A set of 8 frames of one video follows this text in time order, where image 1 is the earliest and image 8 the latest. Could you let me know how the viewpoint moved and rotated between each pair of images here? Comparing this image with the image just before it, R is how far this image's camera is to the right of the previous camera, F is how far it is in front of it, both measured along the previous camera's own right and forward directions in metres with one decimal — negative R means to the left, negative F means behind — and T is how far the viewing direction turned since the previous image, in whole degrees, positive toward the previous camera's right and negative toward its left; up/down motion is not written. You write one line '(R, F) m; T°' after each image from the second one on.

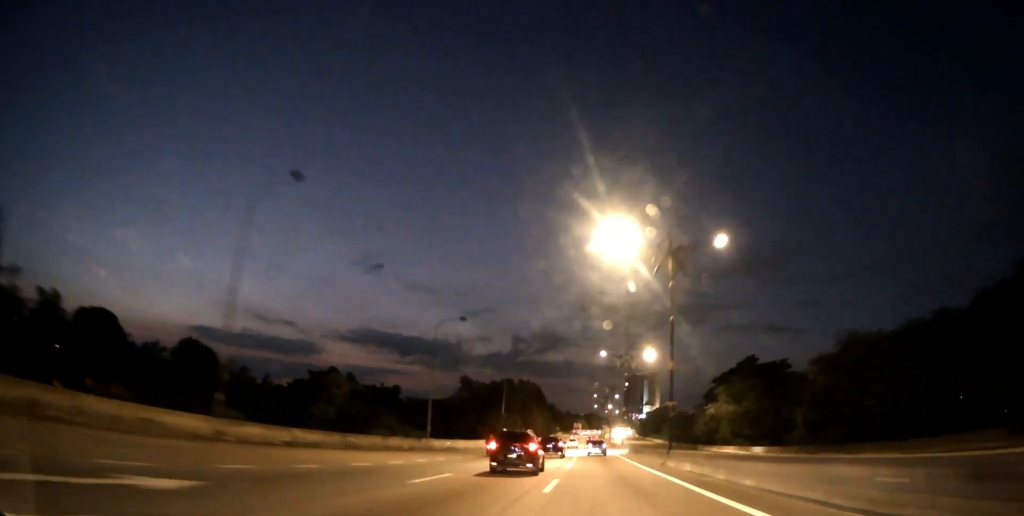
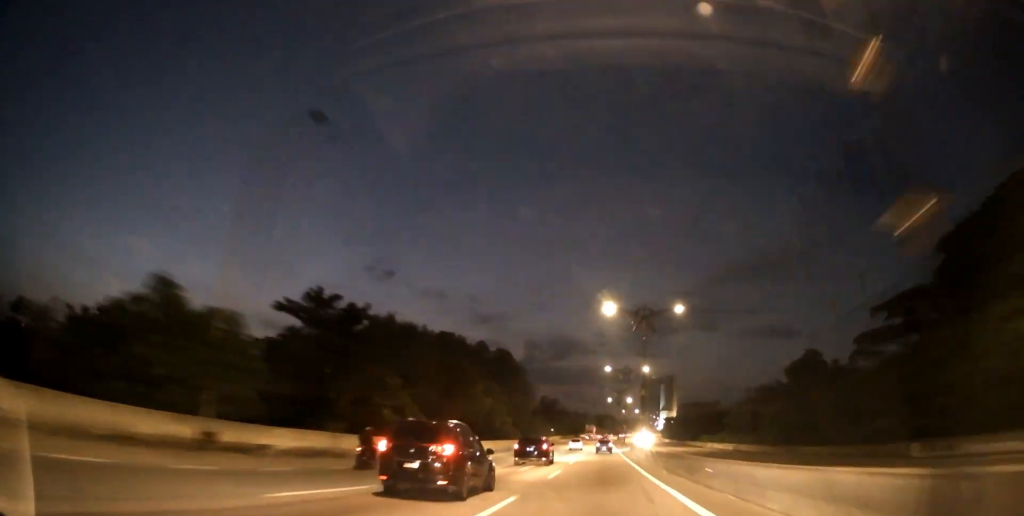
(-1.3, +66.2) m; -2°
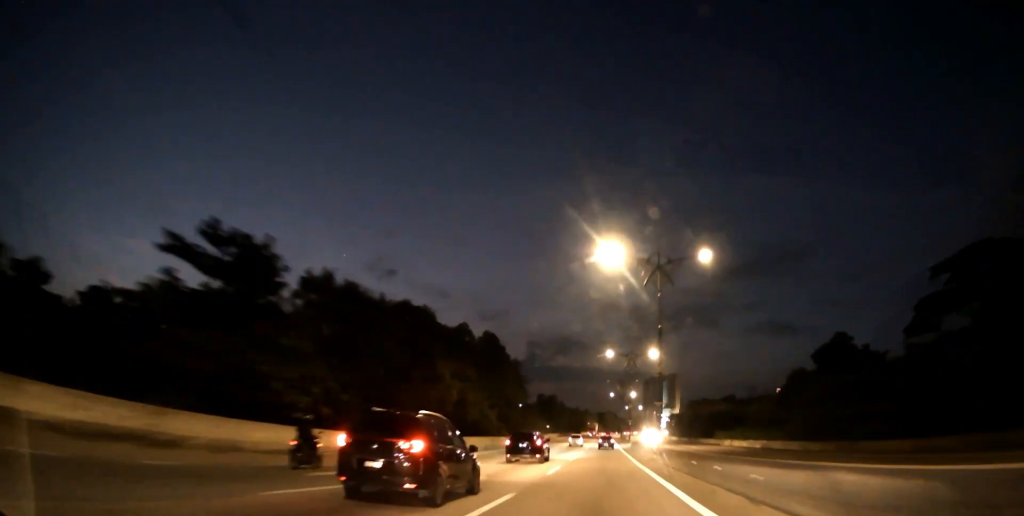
(0.0, +13.1) m; 0°
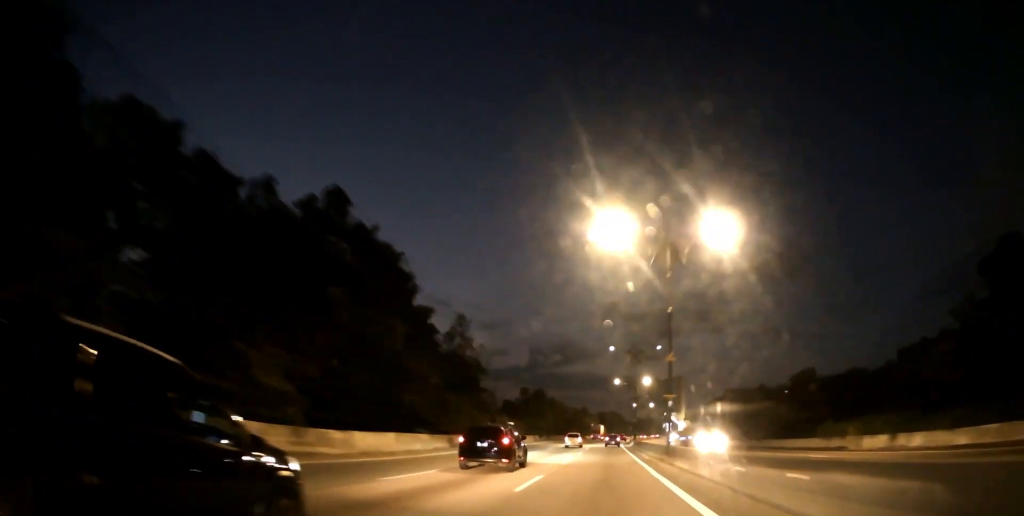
(-0.2, +46.2) m; 0°
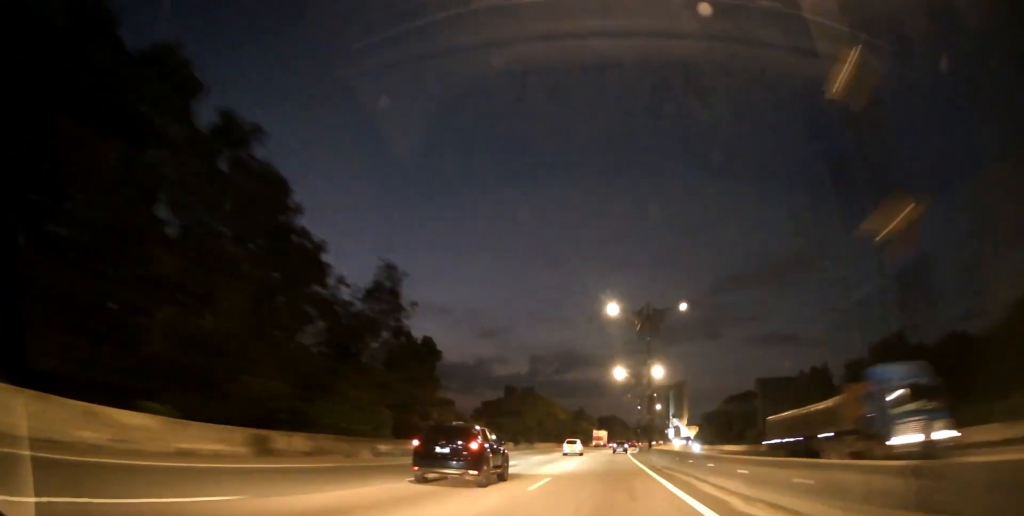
(0.0, +23.1) m; 0°
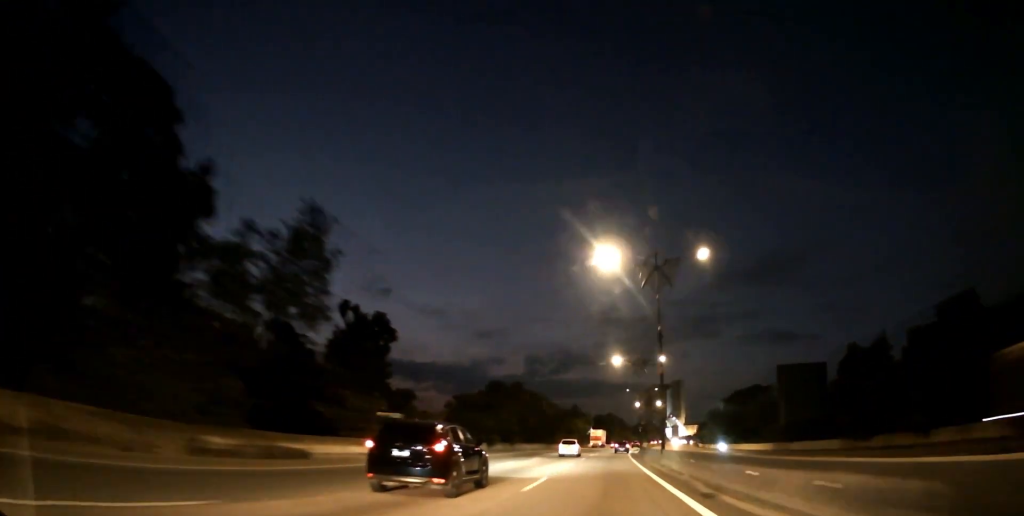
(0.0, +13.6) m; 0°
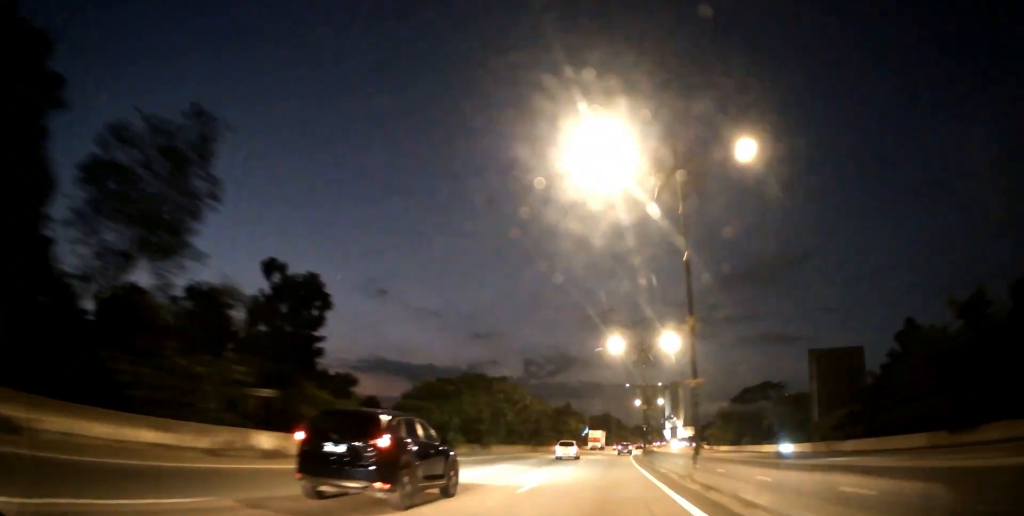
(0.0, +12.7) m; 0°
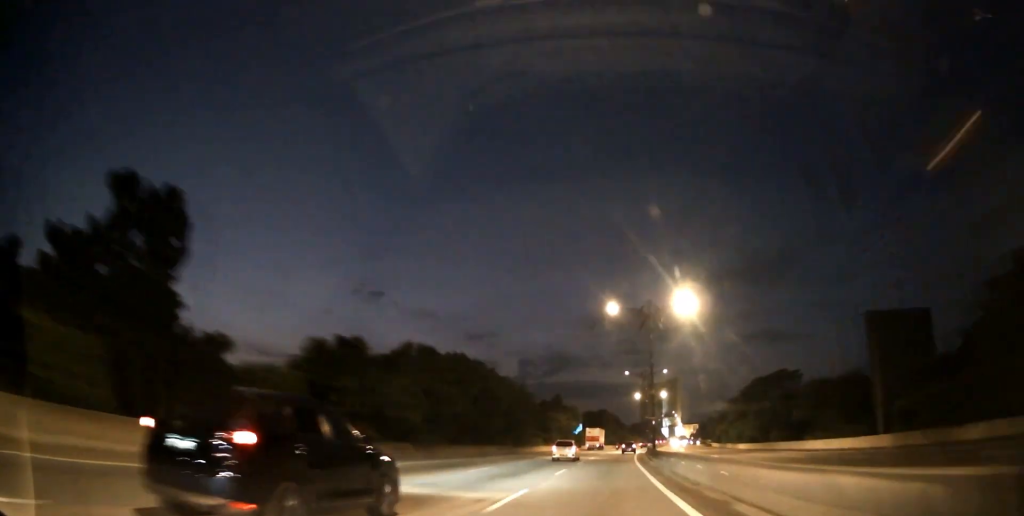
(0.0, +16.3) m; 0°
